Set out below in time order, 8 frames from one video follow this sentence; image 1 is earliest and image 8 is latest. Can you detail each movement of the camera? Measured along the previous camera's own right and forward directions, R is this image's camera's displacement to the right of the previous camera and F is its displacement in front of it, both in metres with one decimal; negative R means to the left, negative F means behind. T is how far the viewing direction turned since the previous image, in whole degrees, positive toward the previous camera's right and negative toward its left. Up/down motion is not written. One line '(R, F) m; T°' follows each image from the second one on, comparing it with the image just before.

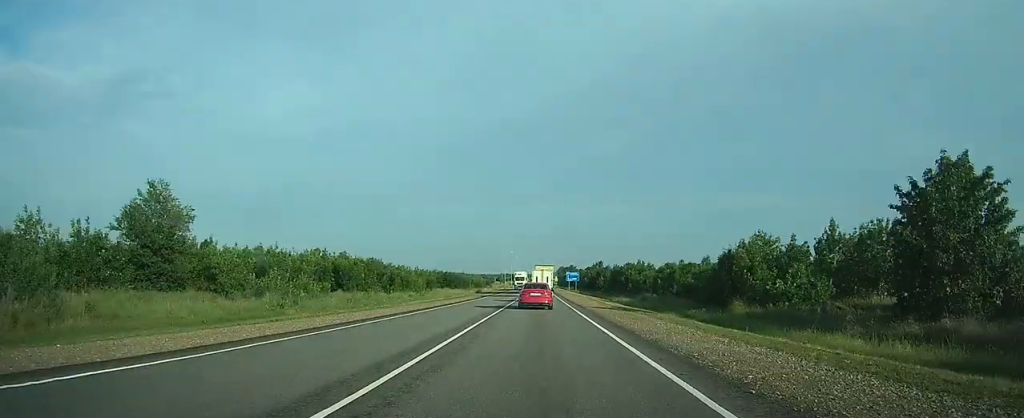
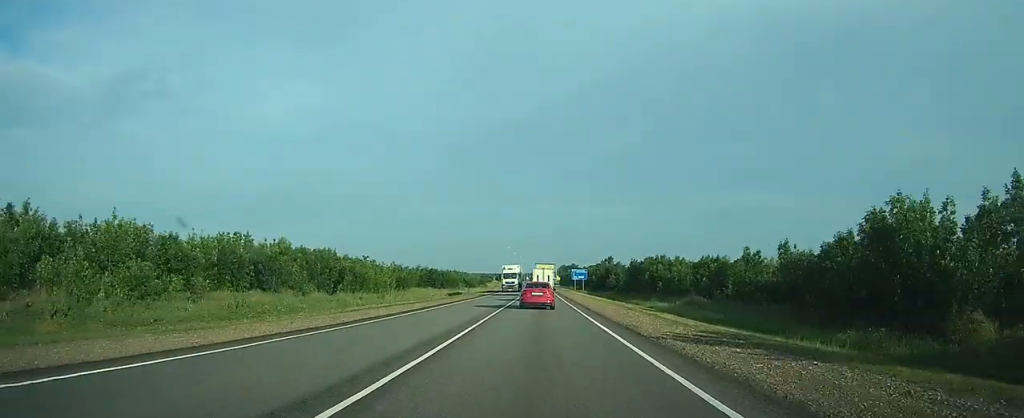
(0.0, +21.1) m; 0°
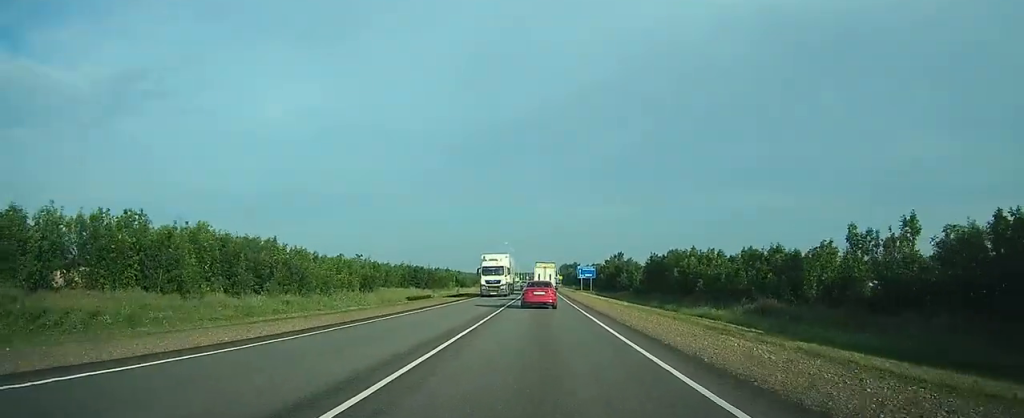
(0.0, +16.4) m; 0°
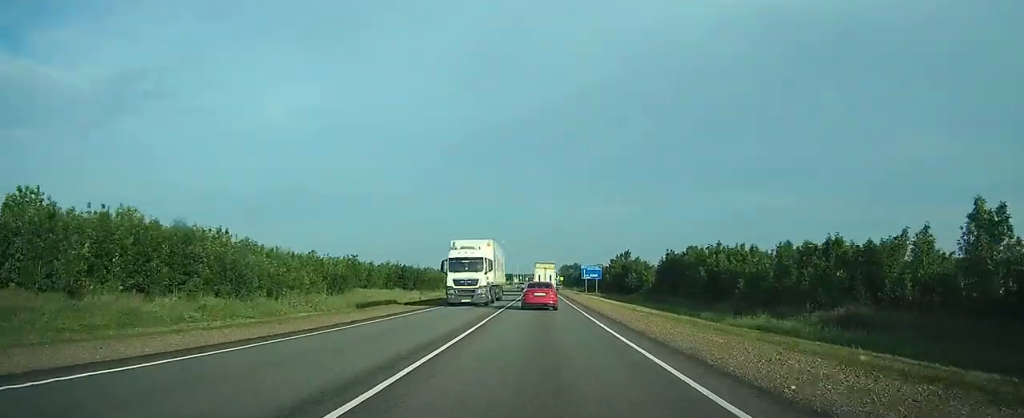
(0.0, +10.1) m; 0°
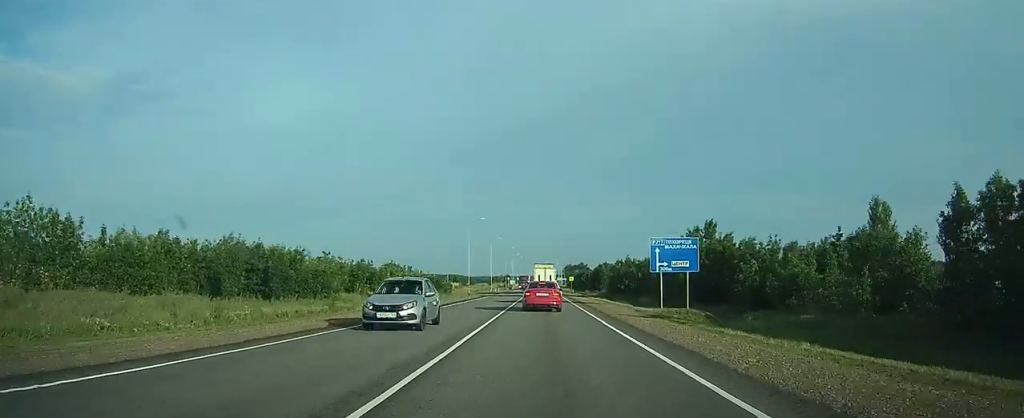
(+0.1, +55.5) m; 0°
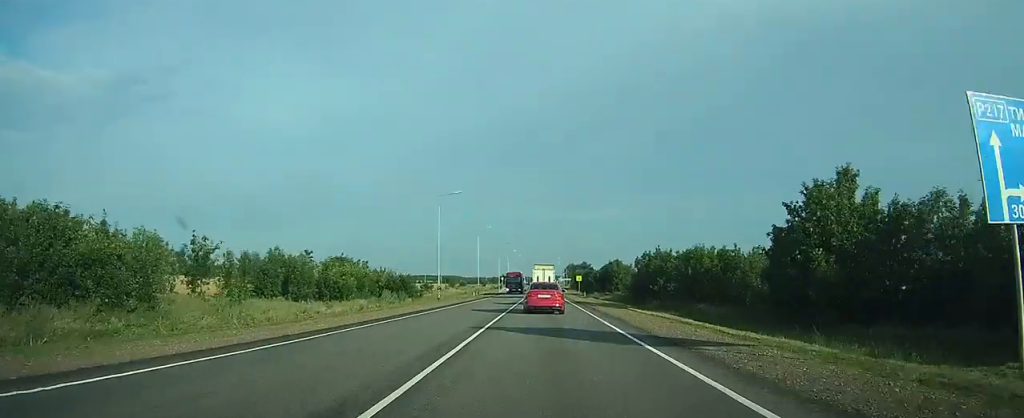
(-0.1, +27.4) m; 0°
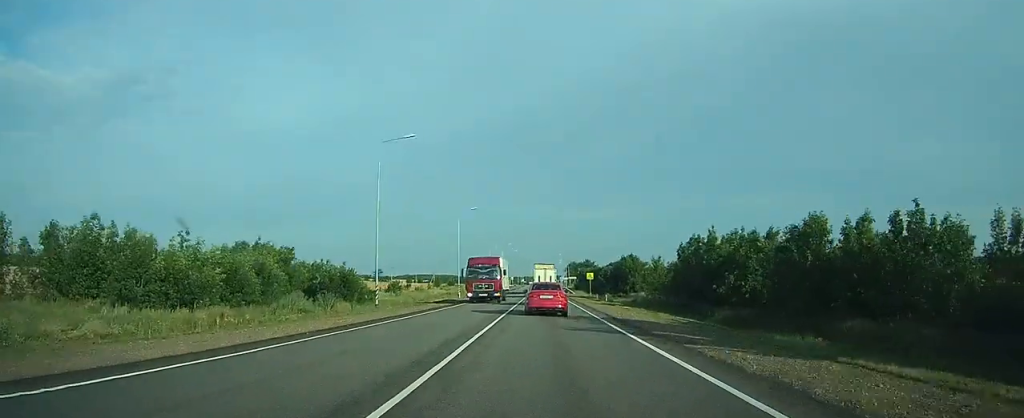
(0.0, +24.9) m; 0°
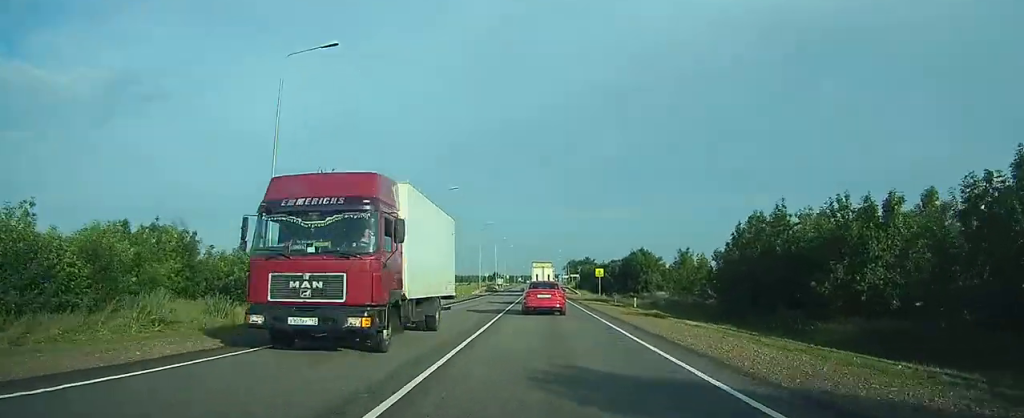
(0.0, +16.4) m; 0°
